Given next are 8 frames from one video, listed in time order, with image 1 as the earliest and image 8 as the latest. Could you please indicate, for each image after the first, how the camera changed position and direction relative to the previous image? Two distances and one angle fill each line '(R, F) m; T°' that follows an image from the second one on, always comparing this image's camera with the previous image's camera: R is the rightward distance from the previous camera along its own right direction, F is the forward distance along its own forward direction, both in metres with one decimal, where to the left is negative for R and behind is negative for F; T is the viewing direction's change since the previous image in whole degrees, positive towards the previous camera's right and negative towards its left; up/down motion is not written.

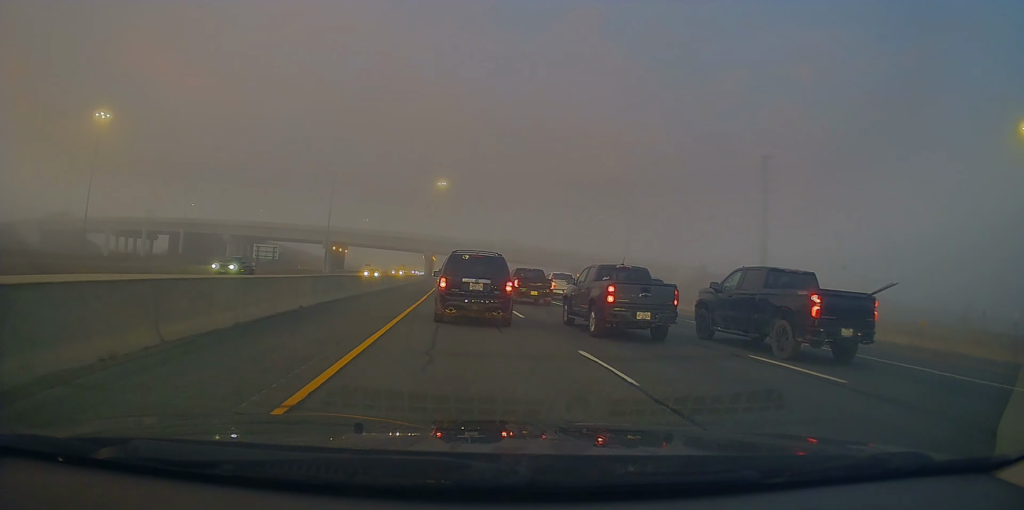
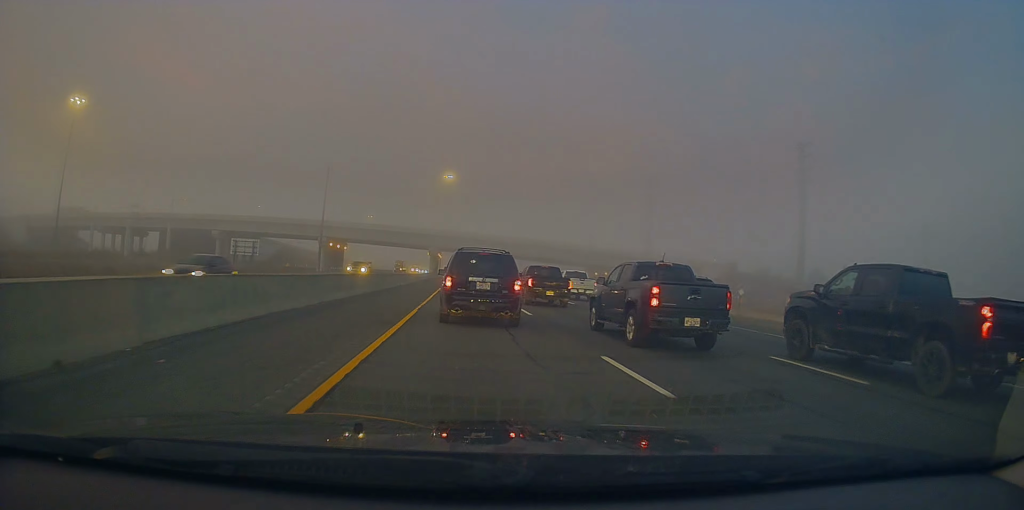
(-0.2, +12.6) m; +2°
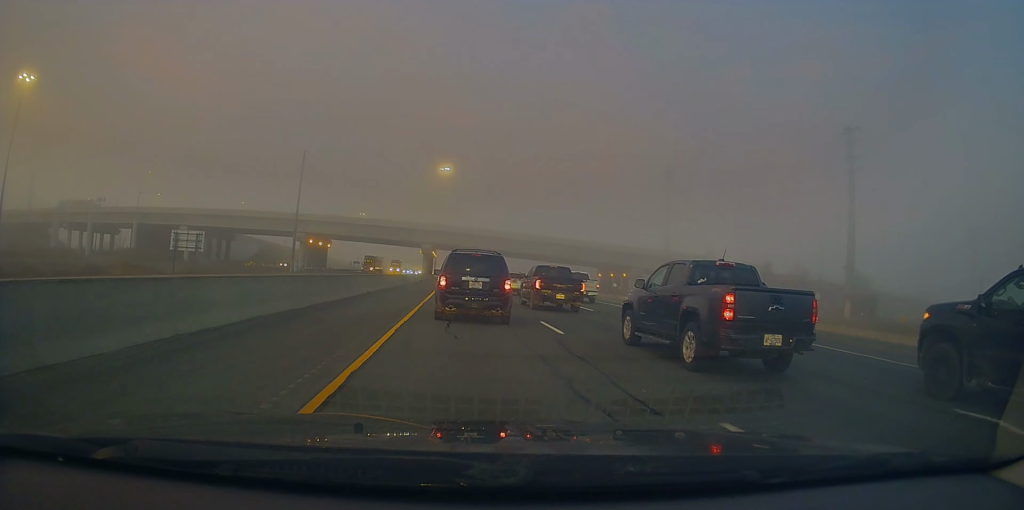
(+0.5, +17.6) m; +2°
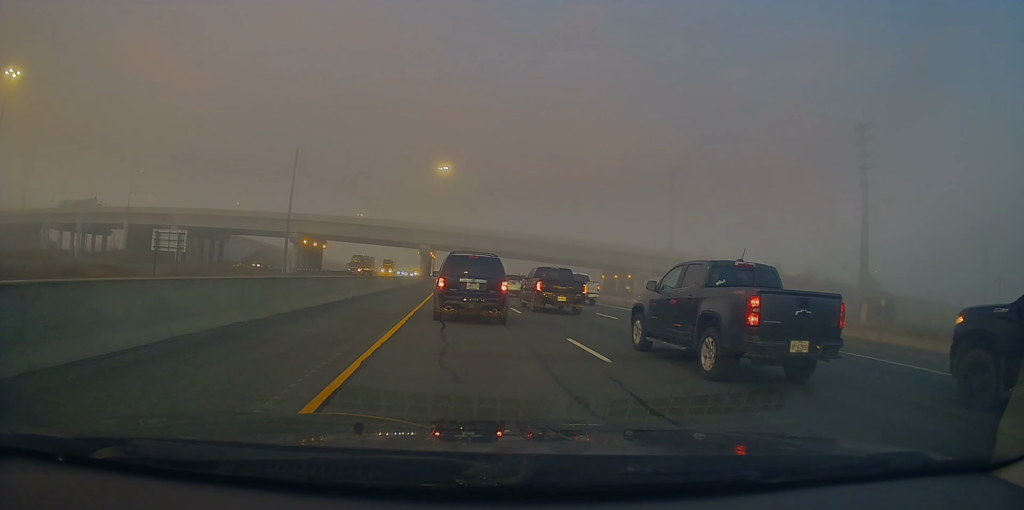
(0.0, +4.4) m; -1°
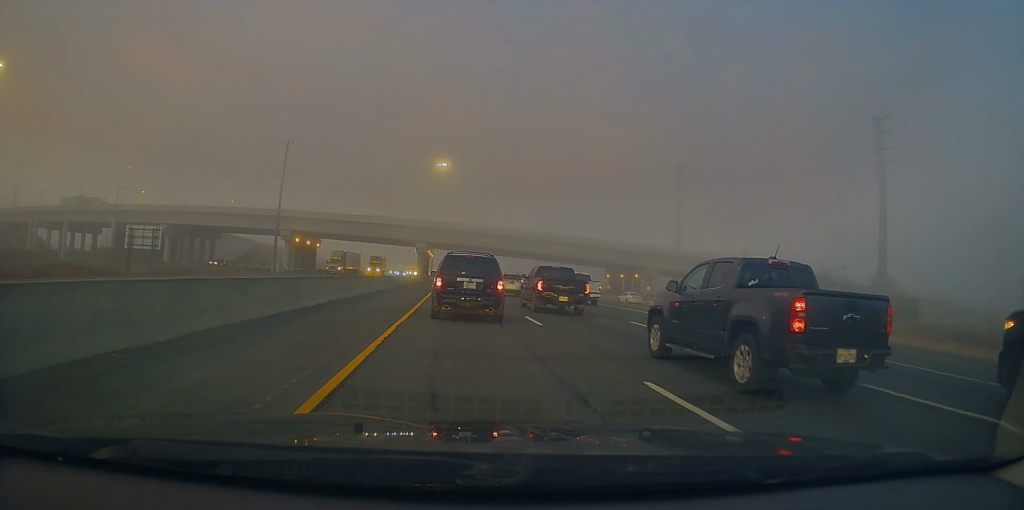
(+0.2, +4.9) m; -2°
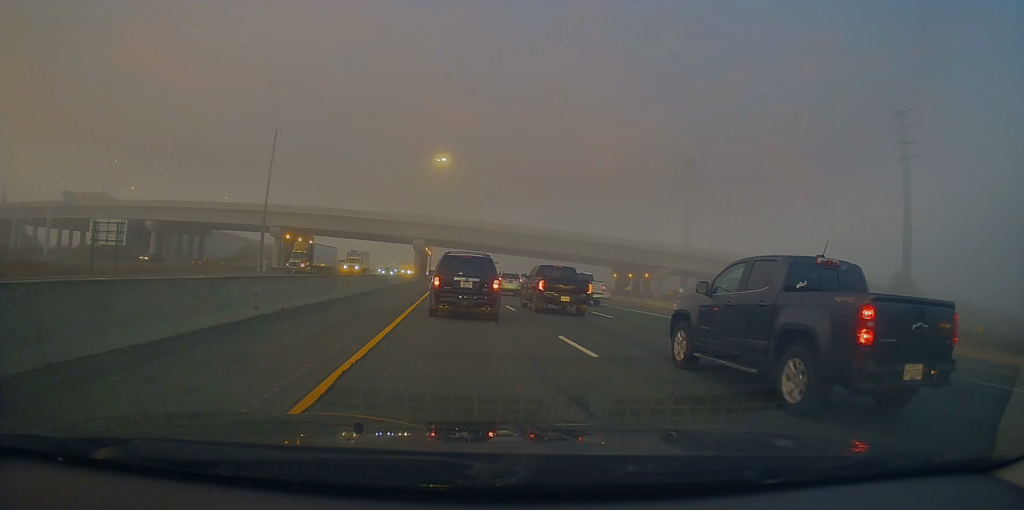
(-0.1, +6.0) m; -1°
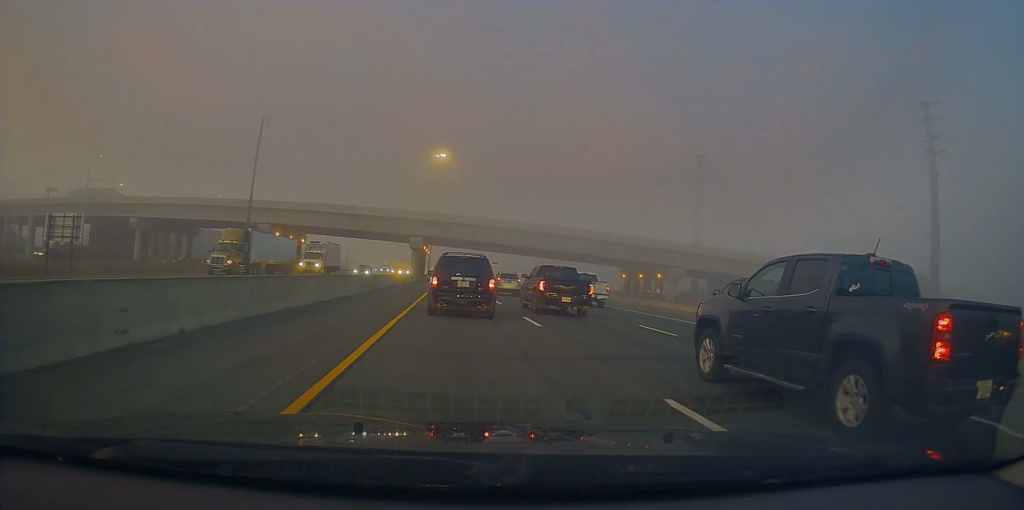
(-0.6, +6.6) m; +1°
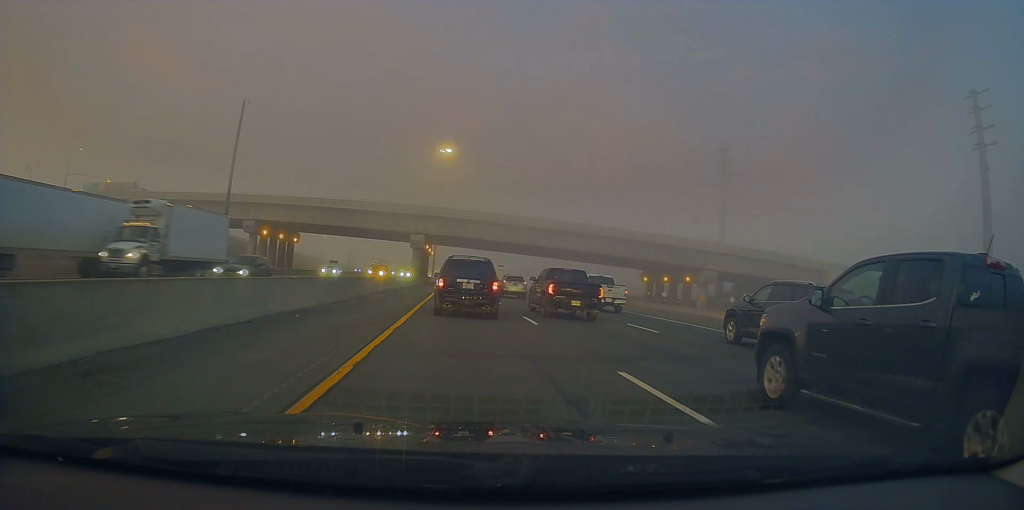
(+0.9, +9.8) m; +4°
